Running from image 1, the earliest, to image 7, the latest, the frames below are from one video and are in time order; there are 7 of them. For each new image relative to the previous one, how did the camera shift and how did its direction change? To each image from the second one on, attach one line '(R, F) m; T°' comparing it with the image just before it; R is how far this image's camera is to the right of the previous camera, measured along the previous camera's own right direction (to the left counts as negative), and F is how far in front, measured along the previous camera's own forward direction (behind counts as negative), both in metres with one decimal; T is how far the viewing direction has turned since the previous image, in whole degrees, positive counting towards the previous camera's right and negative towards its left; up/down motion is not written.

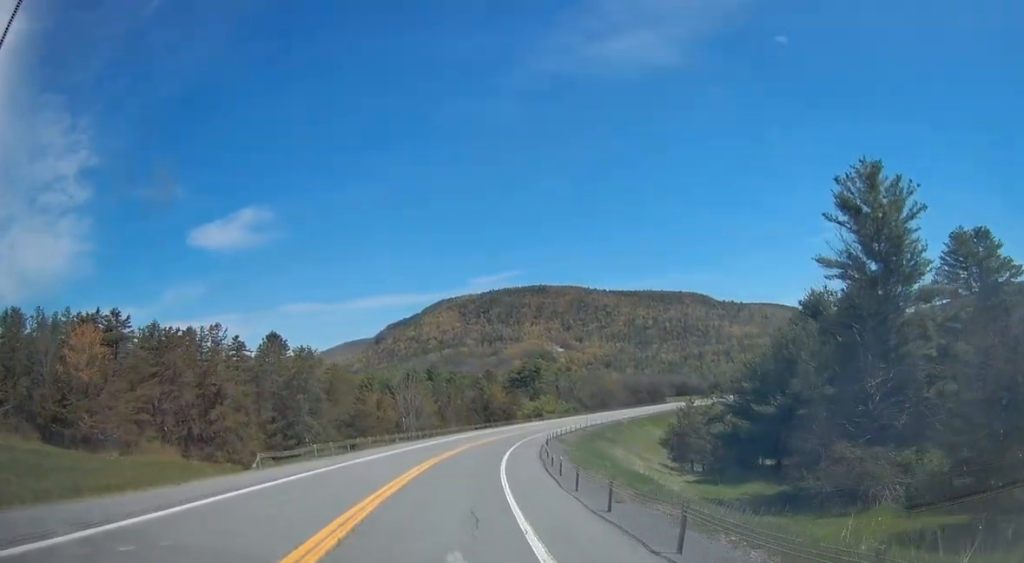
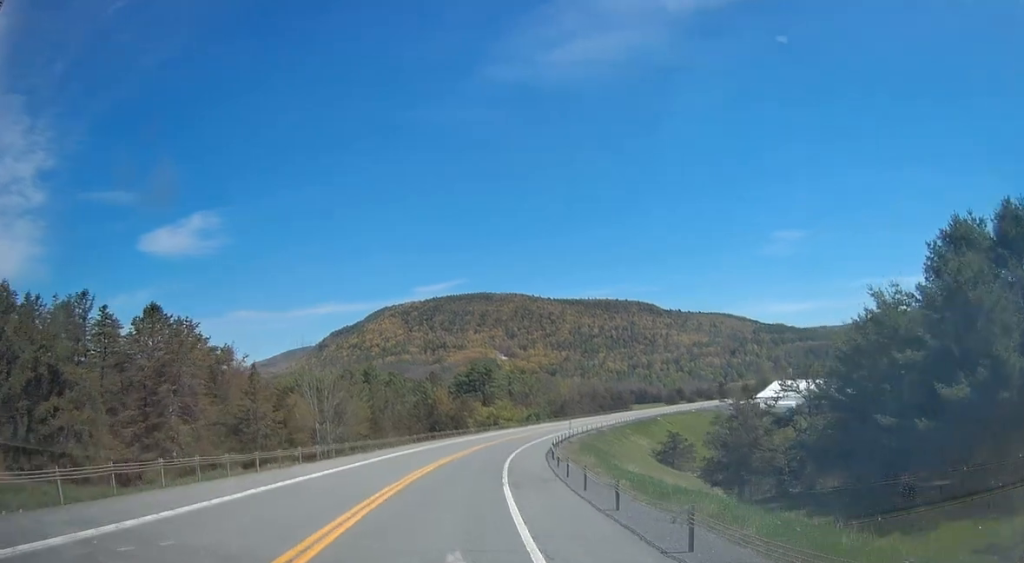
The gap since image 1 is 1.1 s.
(+1.2, +25.0) m; +5°
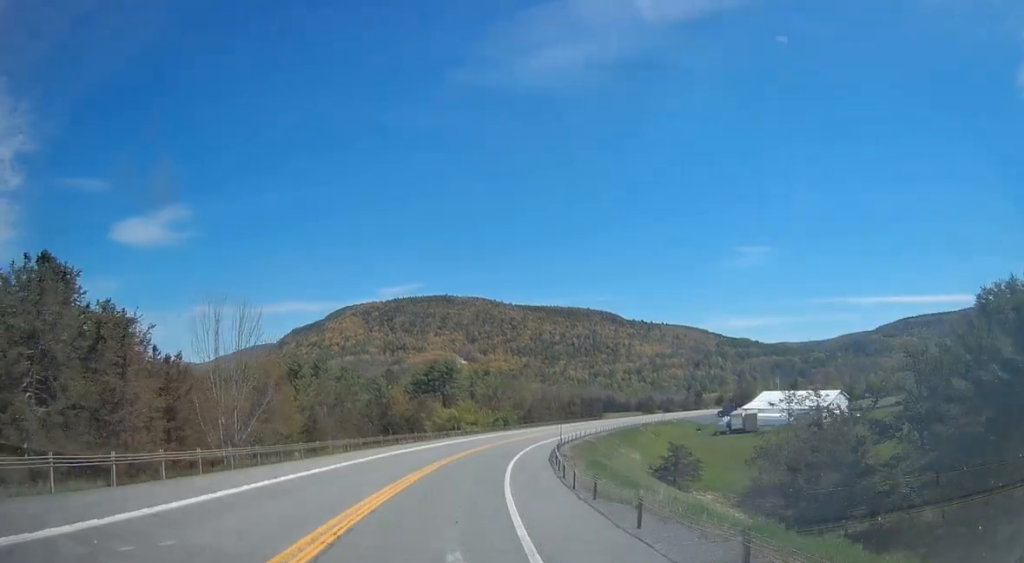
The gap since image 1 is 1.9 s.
(+0.2, +16.5) m; +3°
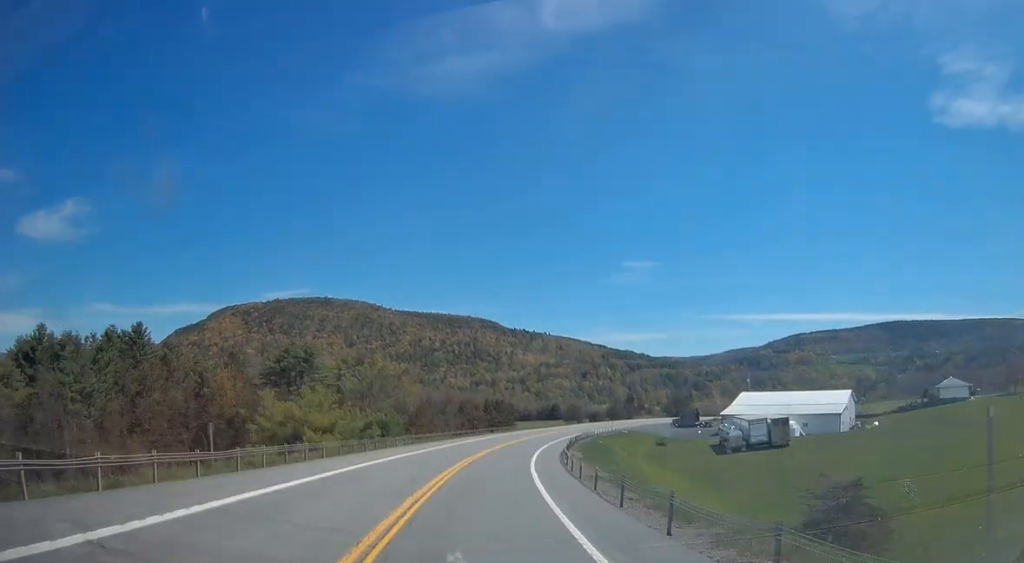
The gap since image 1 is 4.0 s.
(+4.8, +48.3) m; +11°
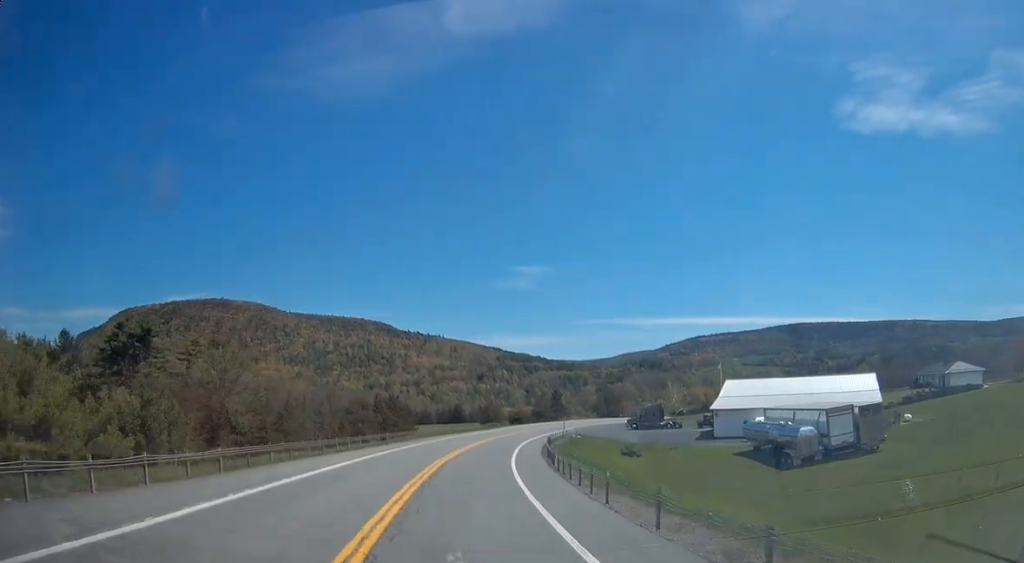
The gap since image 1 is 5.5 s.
(+2.9, +35.2) m; +9°
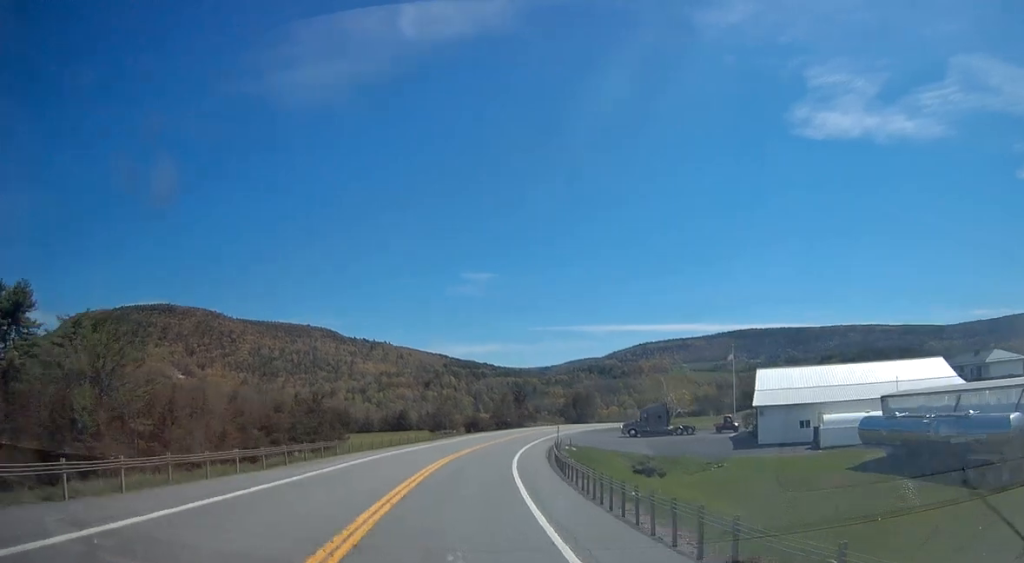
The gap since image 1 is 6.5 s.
(+1.5, +24.3) m; +6°
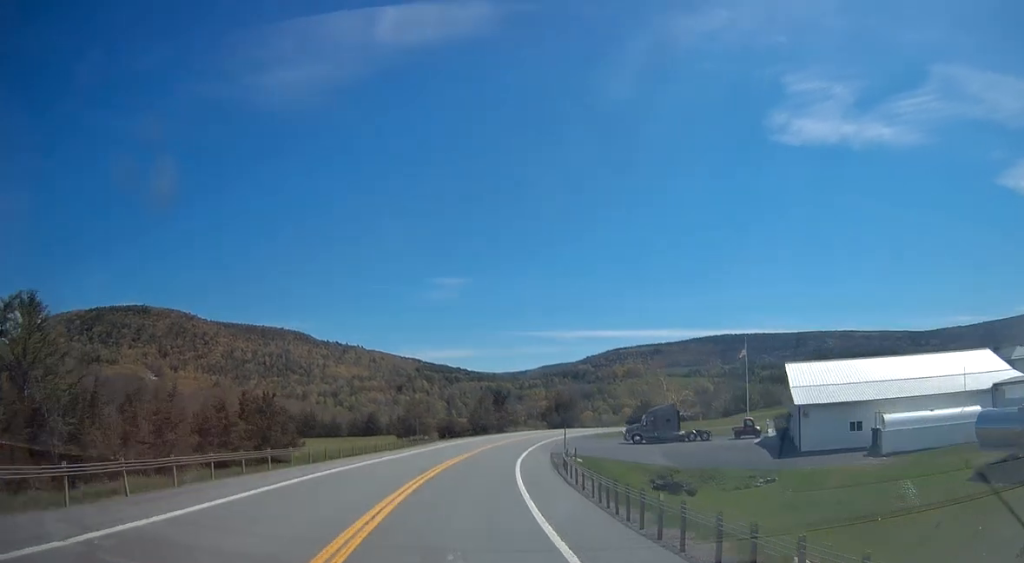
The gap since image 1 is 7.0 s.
(+0.2, +11.8) m; +3°
